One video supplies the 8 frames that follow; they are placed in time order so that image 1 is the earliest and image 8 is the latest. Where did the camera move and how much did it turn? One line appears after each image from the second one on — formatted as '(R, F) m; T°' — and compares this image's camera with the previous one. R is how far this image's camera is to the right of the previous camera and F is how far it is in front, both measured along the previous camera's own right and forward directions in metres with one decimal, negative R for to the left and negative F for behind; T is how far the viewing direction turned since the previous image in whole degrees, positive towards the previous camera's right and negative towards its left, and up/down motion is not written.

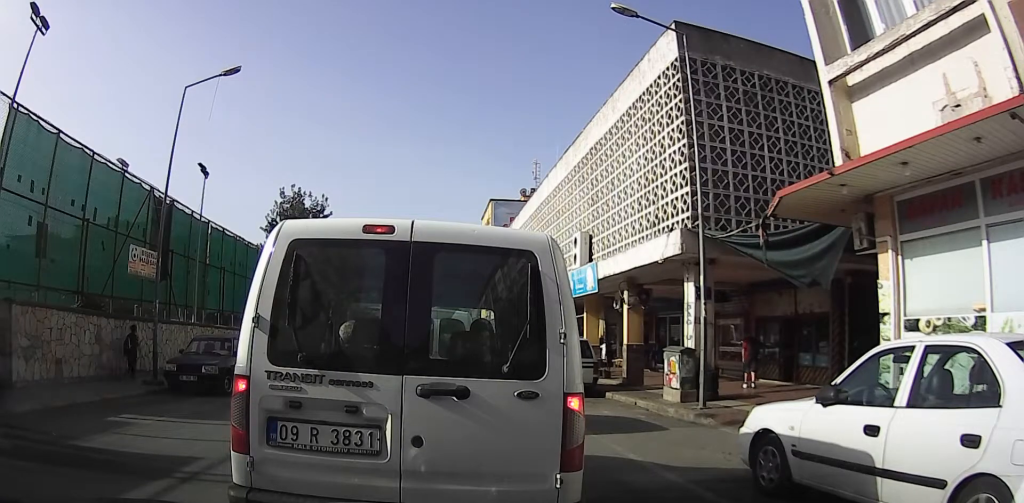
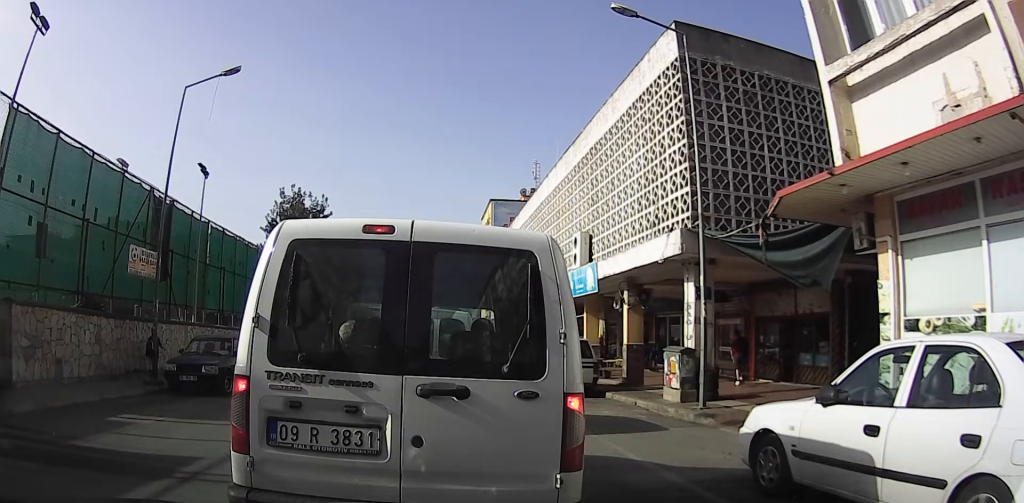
(0.0, 0.0) m; 0°
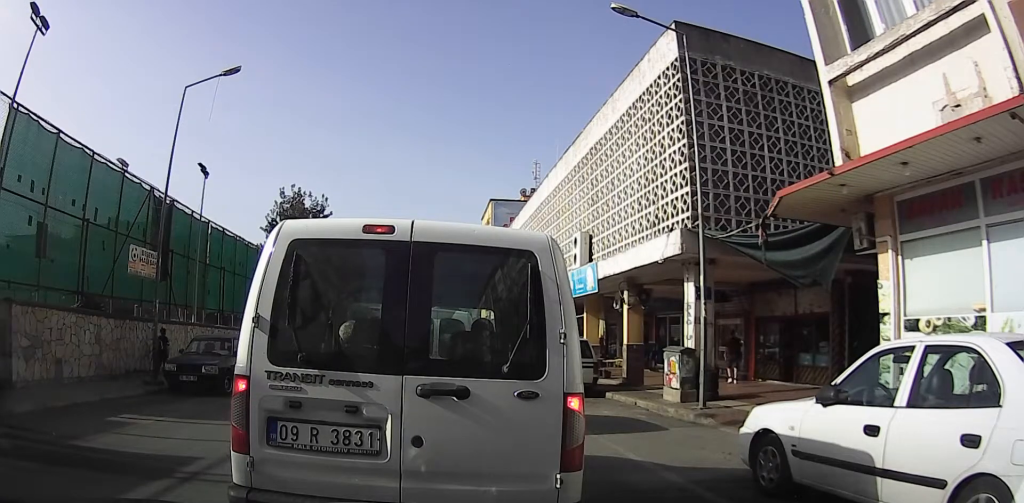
(0.0, 0.0) m; 0°
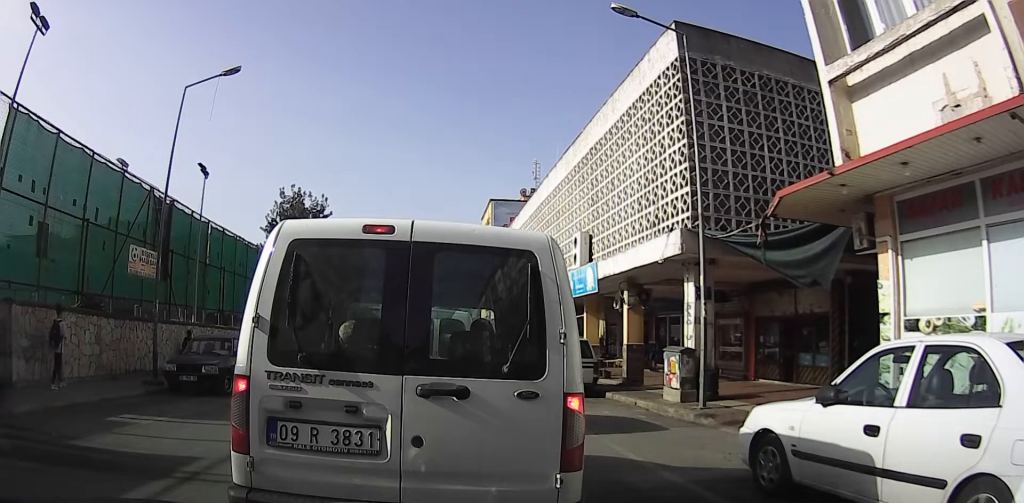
(0.0, 0.0) m; 0°
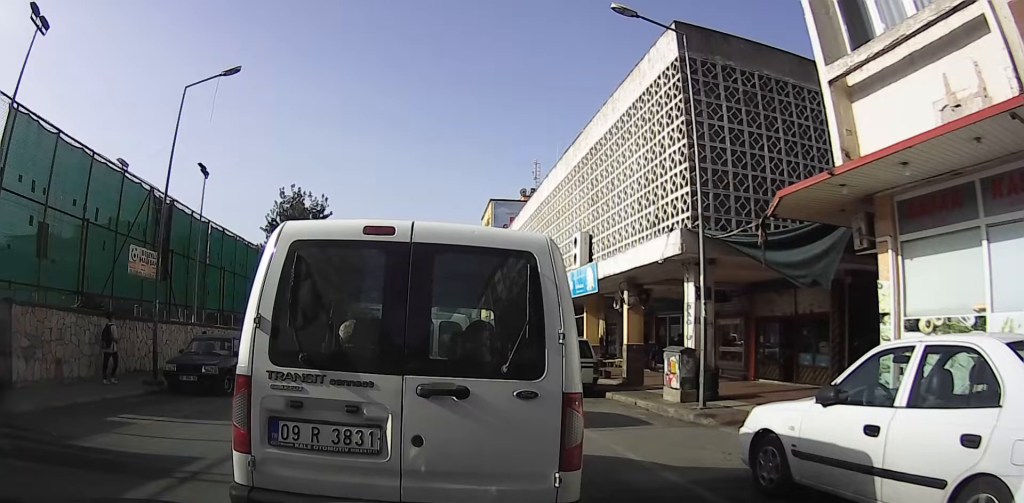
(0.0, 0.0) m; 0°
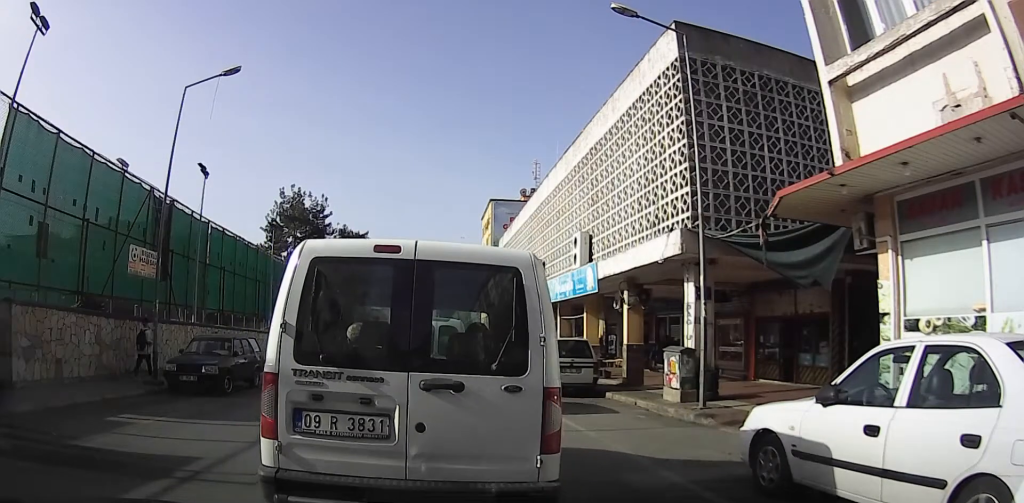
(0.0, 0.0) m; 0°
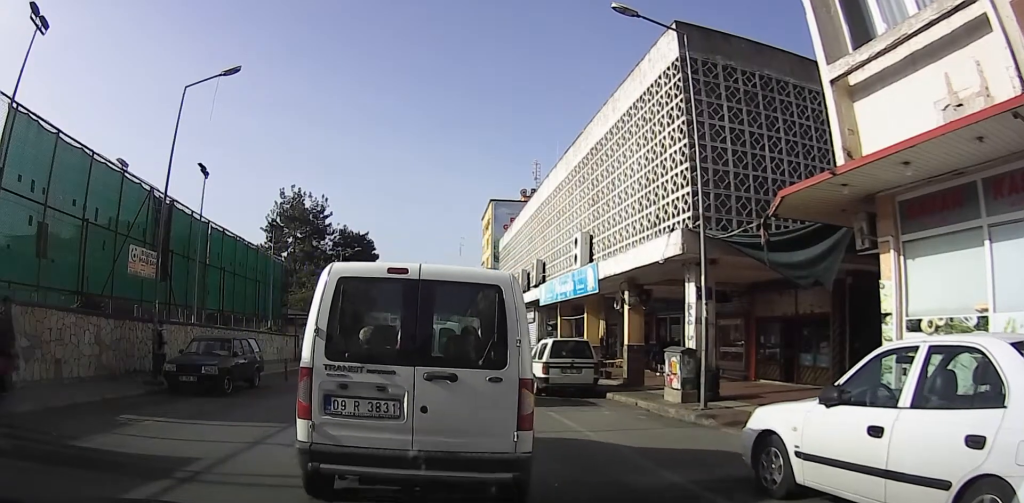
(0.0, 0.0) m; 0°
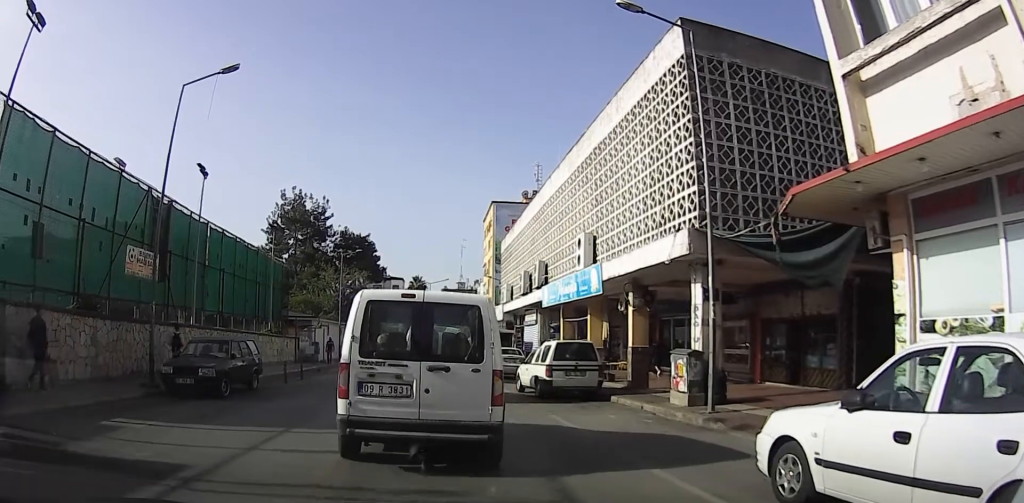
(0.0, 0.0) m; 0°
